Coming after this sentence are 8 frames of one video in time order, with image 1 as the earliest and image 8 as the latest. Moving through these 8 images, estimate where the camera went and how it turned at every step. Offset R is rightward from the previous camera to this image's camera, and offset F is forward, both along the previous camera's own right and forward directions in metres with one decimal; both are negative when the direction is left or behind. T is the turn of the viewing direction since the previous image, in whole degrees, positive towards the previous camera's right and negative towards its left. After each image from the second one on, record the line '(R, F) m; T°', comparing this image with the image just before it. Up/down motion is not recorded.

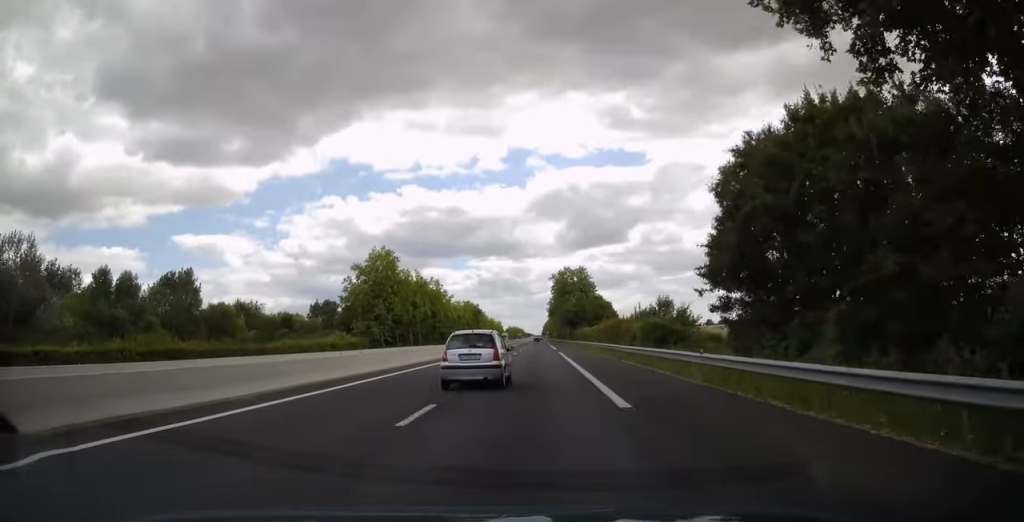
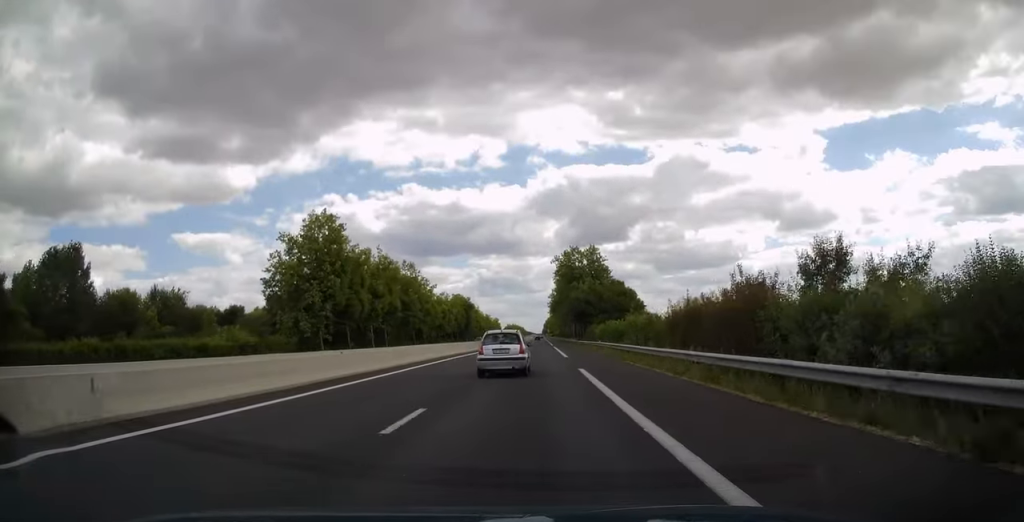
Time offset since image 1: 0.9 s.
(0.0, +27.1) m; 0°
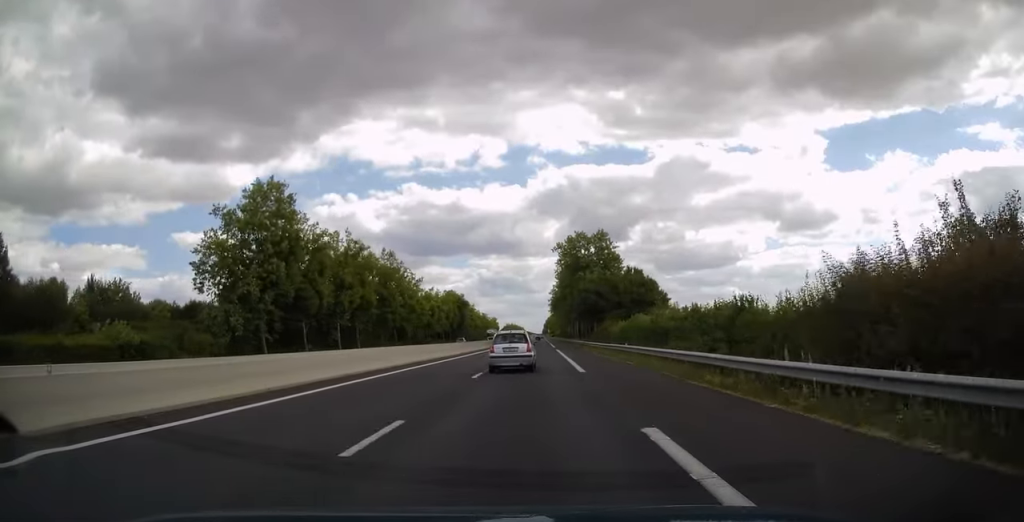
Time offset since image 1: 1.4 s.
(0.0, +14.8) m; 0°
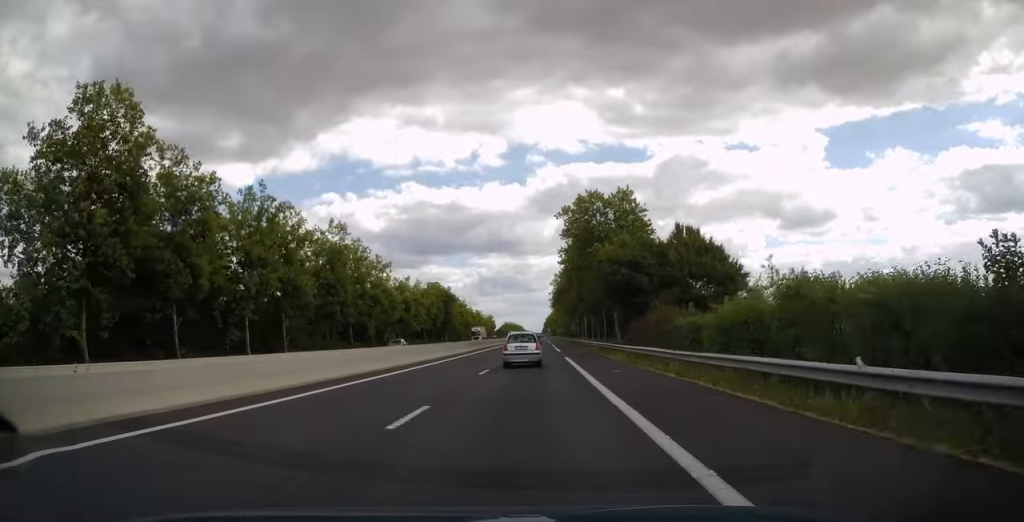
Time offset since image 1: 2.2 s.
(0.0, +24.1) m; 0°
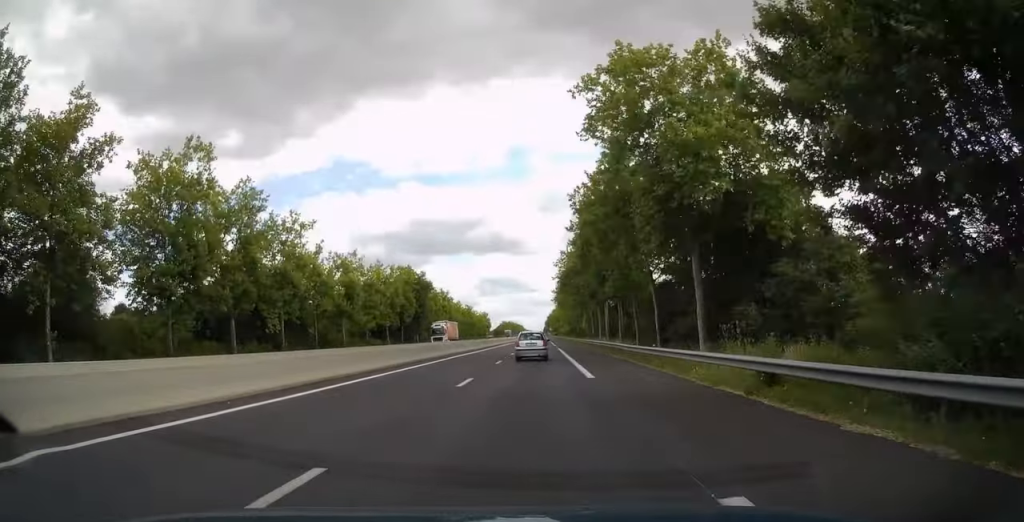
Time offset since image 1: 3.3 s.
(-0.1, +32.0) m; 0°
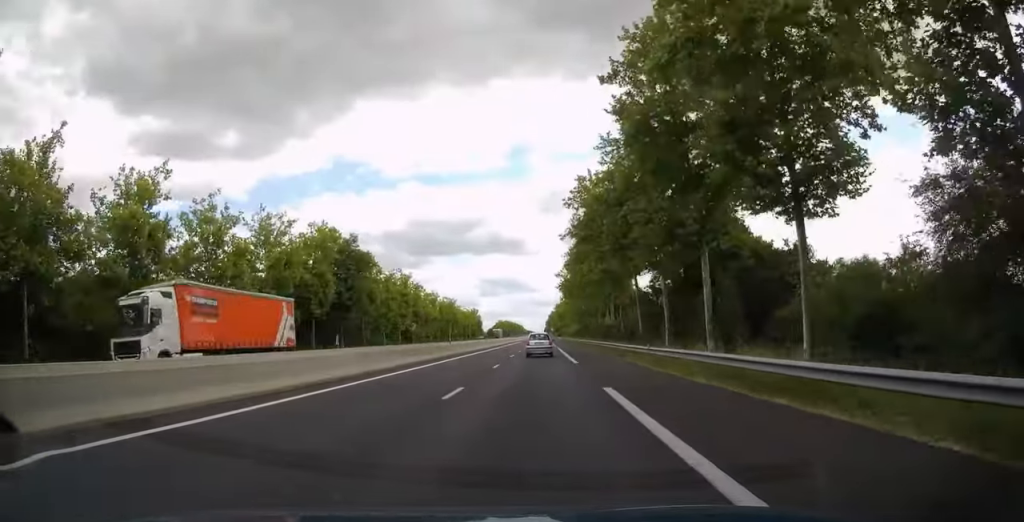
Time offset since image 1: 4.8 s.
(0.0, +42.3) m; 0°
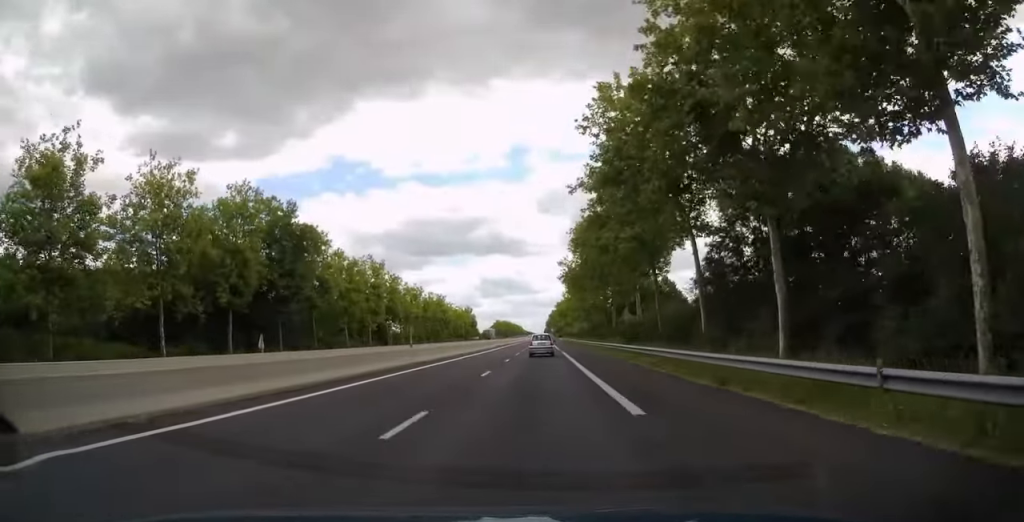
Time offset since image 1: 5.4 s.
(0.0, +18.2) m; 0°
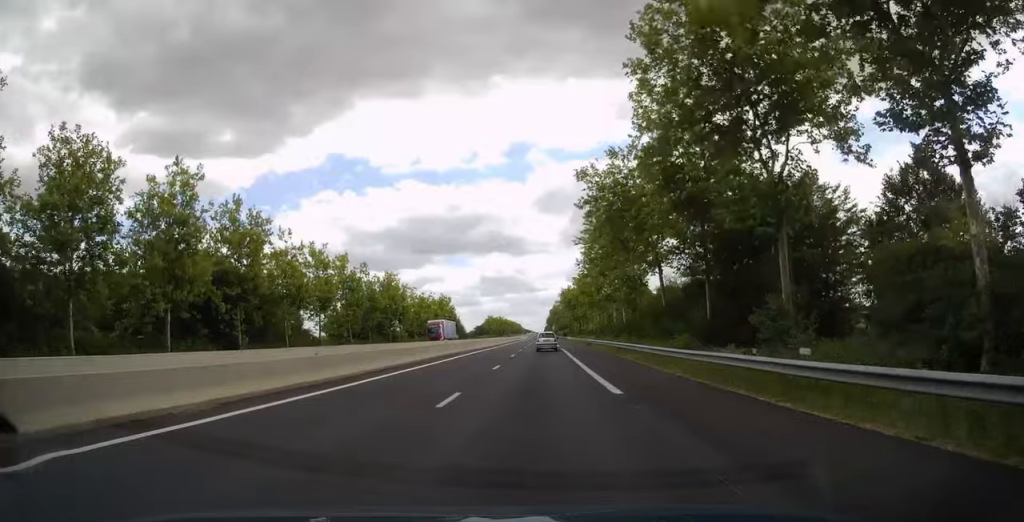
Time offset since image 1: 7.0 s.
(-0.1, +48.6) m; 0°
